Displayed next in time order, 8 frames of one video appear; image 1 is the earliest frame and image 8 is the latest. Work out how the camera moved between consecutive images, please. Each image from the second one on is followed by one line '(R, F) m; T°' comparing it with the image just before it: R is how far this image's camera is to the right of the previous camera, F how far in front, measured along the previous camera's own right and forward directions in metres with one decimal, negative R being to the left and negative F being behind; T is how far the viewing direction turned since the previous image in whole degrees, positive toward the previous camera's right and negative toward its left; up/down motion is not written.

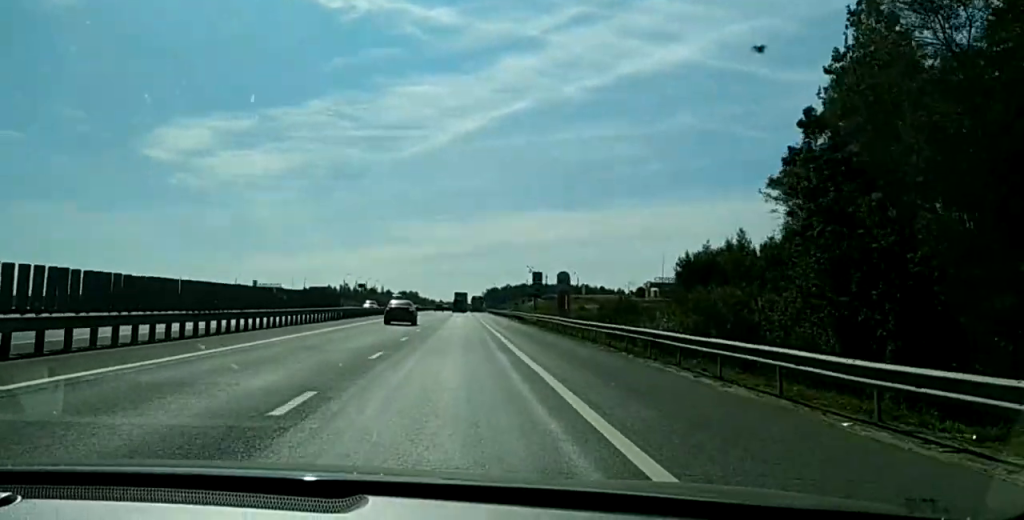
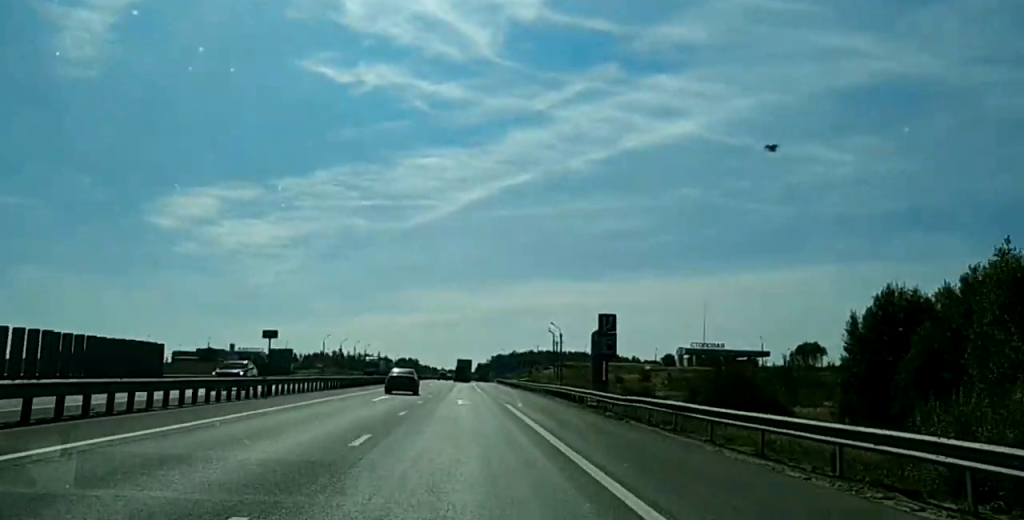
(-0.9, +38.5) m; -2°
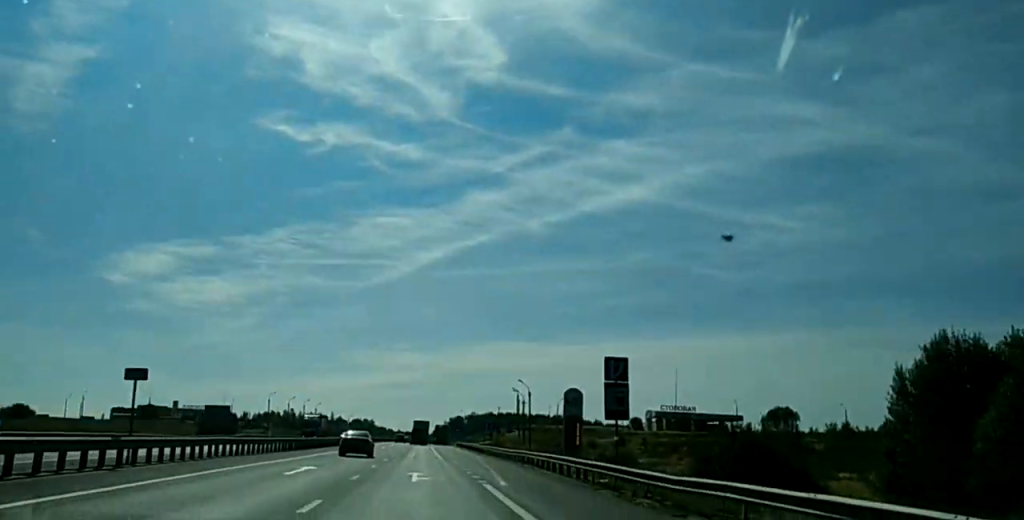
(0.0, +13.2) m; 0°
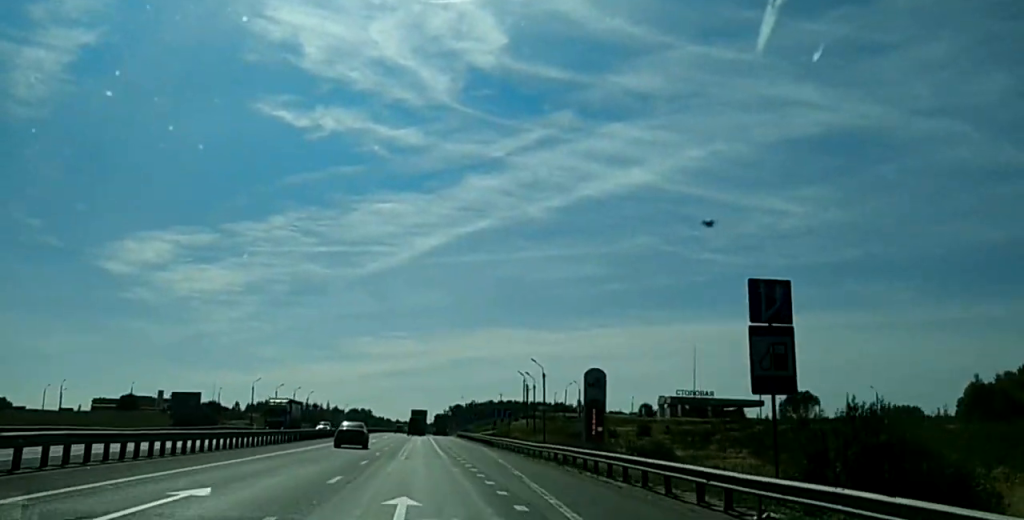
(0.0, +15.9) m; 0°
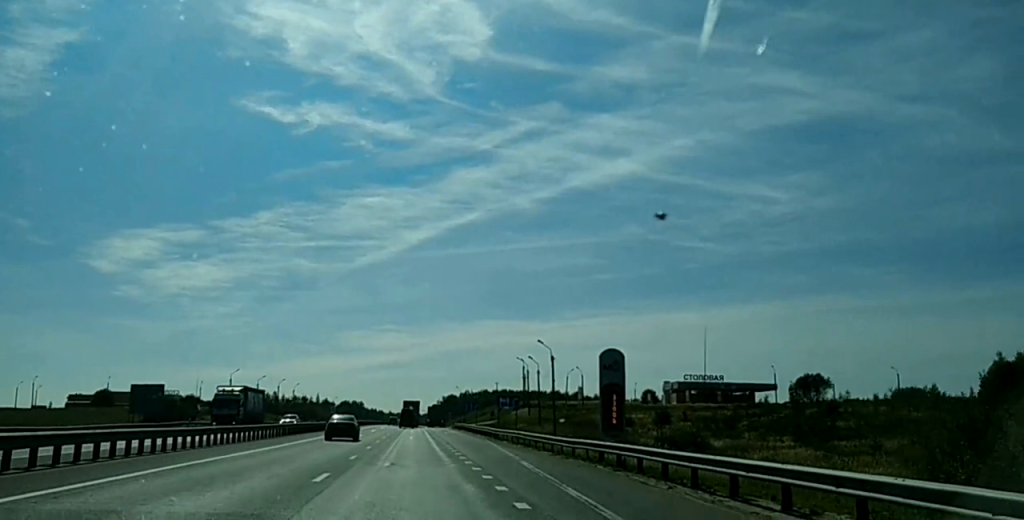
(-0.1, +12.4) m; 0°
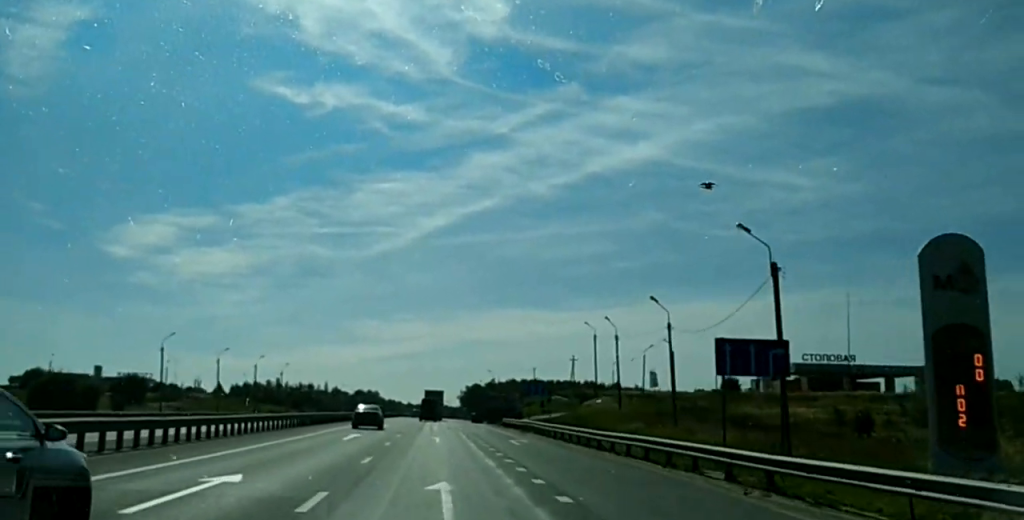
(-0.1, +51.4) m; +1°
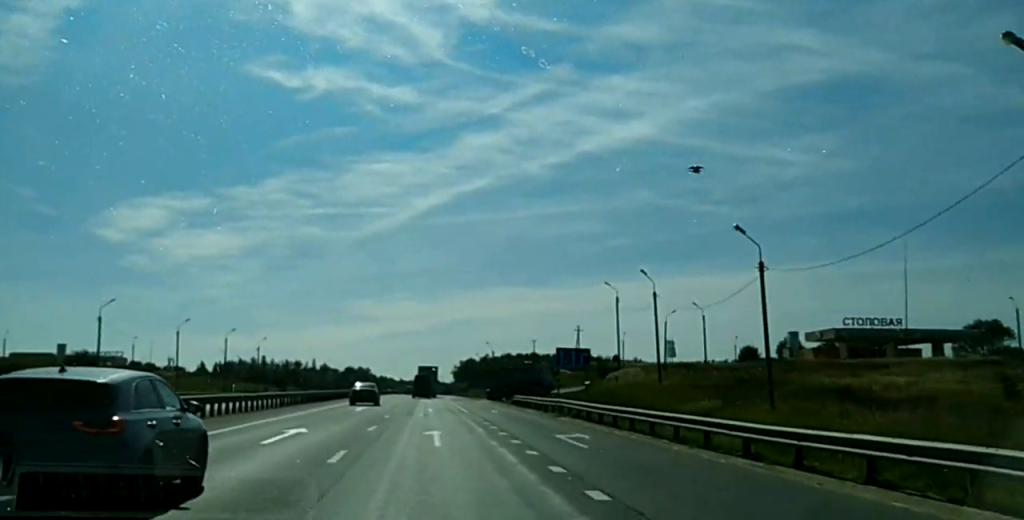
(+0.2, +17.2) m; +1°
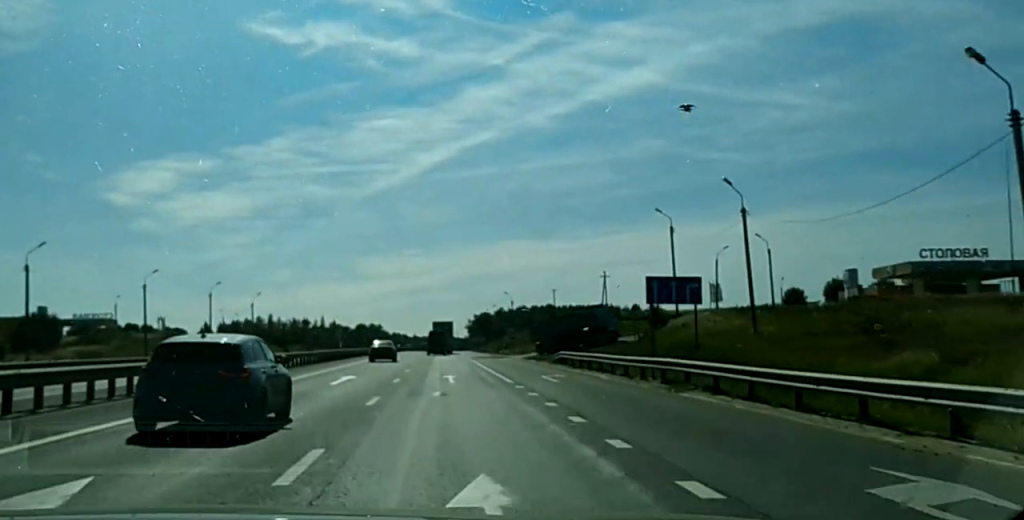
(0.0, +18.7) m; 0°
